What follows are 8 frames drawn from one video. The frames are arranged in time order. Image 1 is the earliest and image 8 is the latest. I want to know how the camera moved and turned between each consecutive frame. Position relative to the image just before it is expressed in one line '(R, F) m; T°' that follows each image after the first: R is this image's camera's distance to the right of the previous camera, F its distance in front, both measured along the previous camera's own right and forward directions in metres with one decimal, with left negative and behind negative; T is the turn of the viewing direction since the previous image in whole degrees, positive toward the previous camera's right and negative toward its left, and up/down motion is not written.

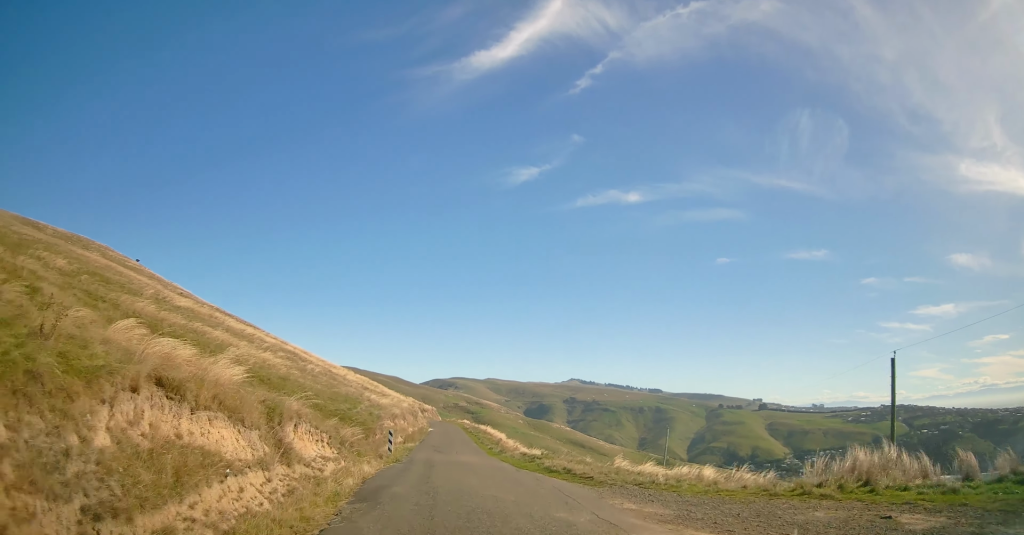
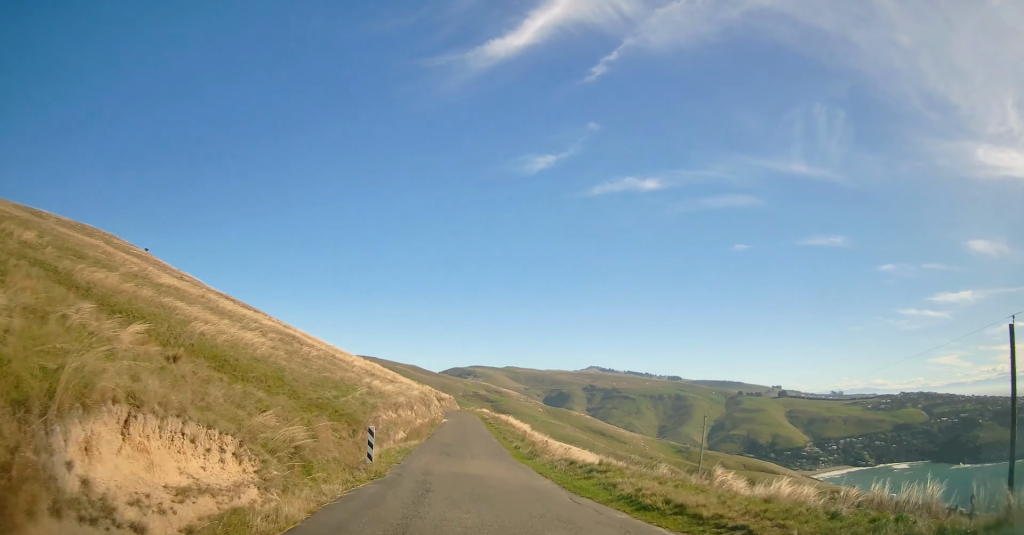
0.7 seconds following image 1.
(-0.4, +7.2) m; -3°
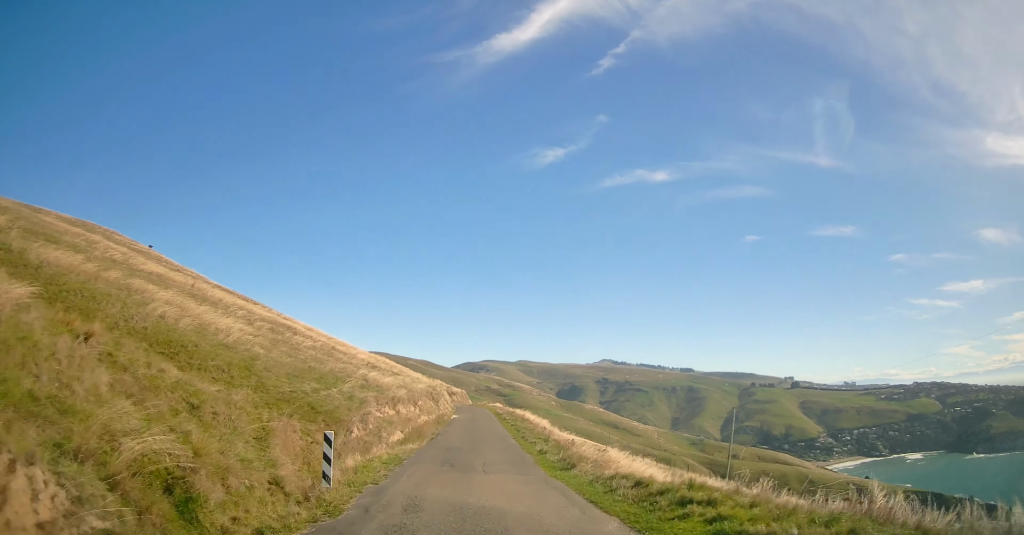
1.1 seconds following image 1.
(-0.1, +5.1) m; -1°
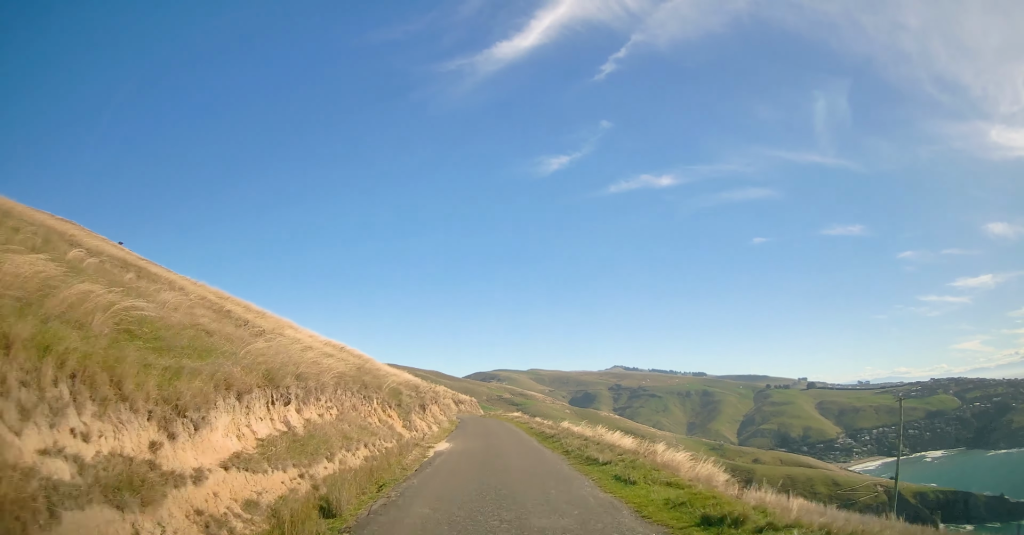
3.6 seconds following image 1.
(-0.2, +28.2) m; 0°
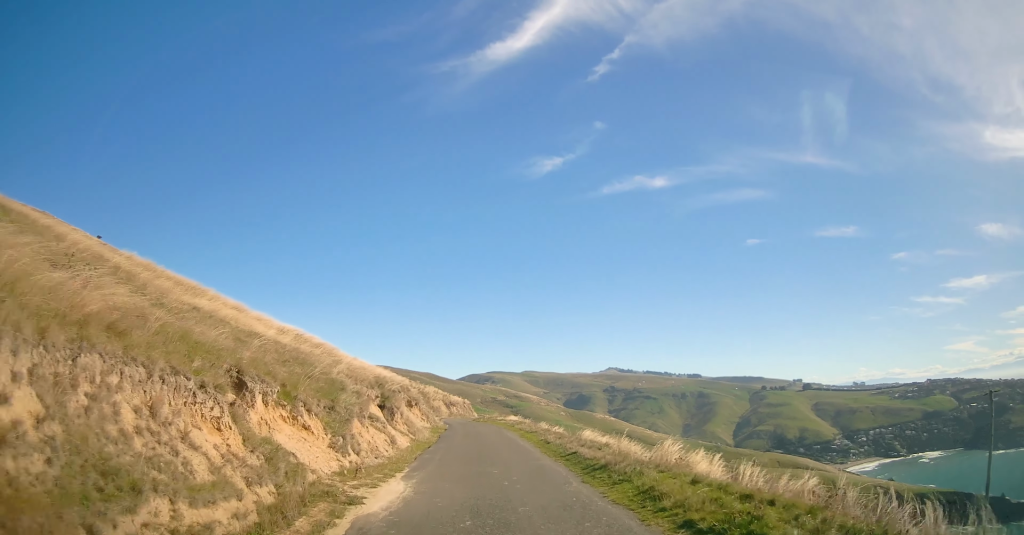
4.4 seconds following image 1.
(0.0, +10.1) m; 0°
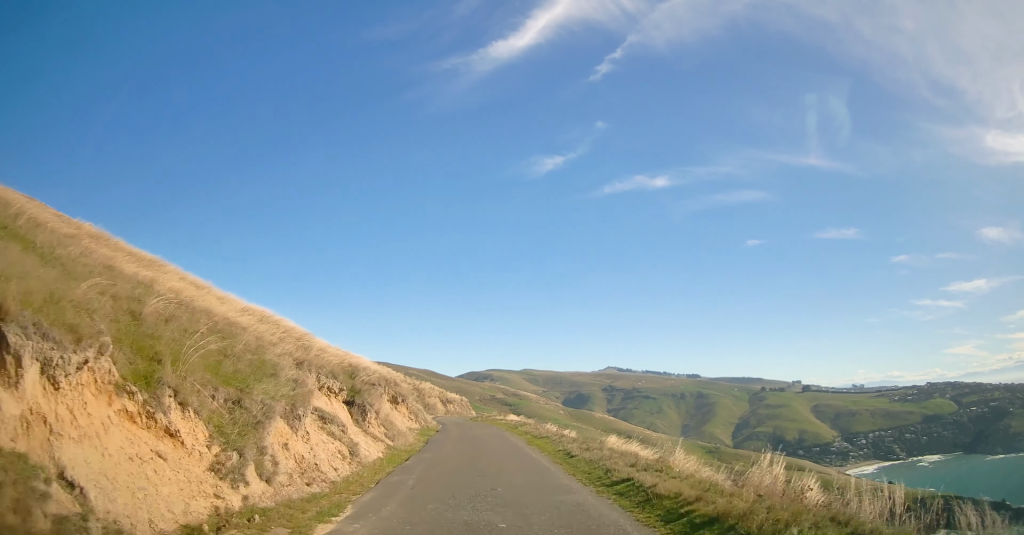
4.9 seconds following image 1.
(0.0, +5.6) m; 0°
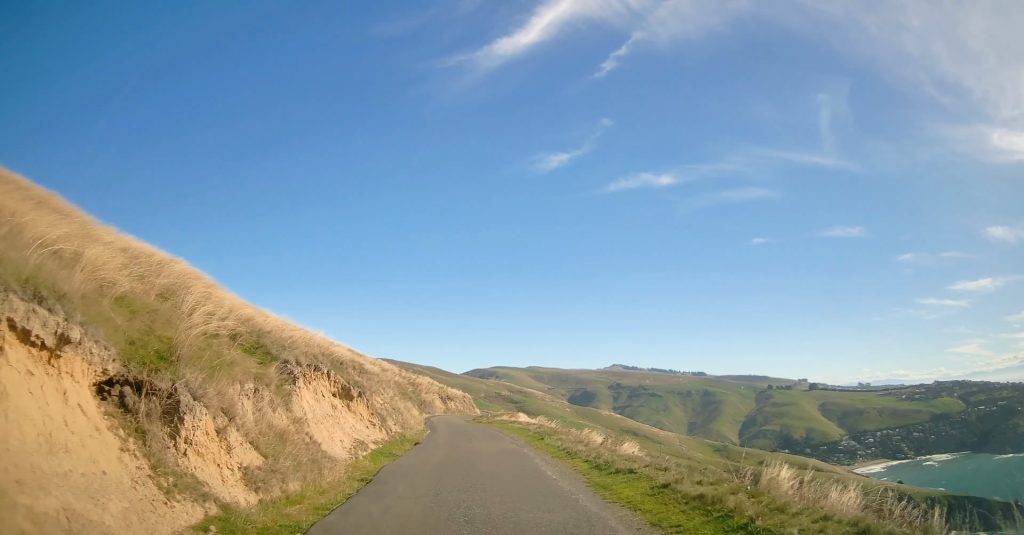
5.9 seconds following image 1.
(-0.1, +12.4) m; 0°
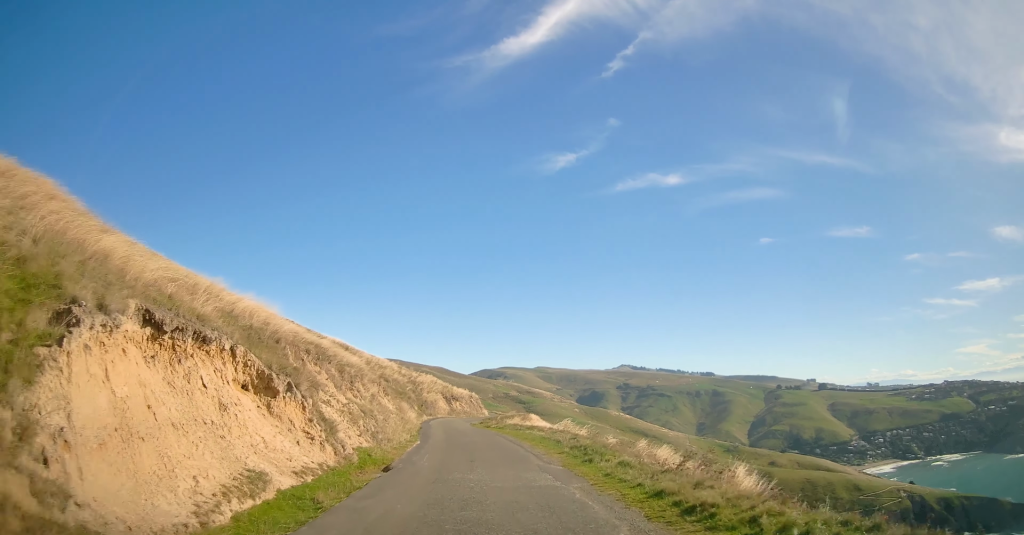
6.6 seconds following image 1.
(+0.1, +8.2) m; -1°
